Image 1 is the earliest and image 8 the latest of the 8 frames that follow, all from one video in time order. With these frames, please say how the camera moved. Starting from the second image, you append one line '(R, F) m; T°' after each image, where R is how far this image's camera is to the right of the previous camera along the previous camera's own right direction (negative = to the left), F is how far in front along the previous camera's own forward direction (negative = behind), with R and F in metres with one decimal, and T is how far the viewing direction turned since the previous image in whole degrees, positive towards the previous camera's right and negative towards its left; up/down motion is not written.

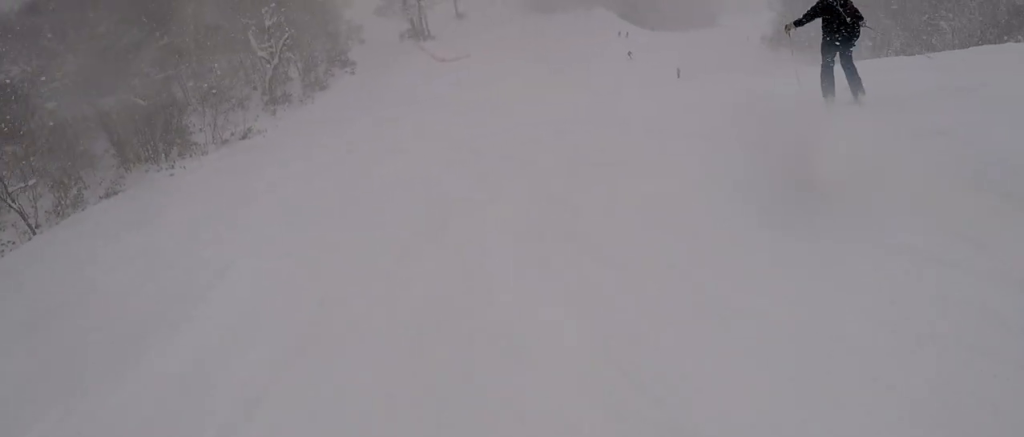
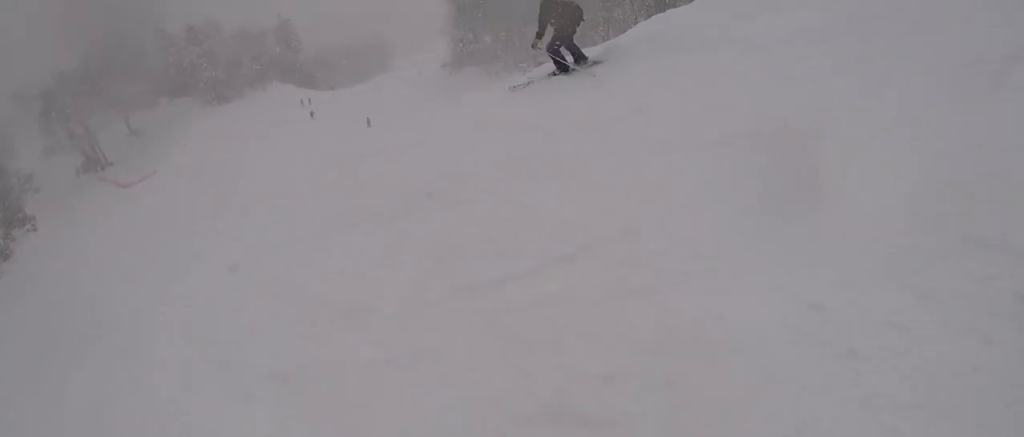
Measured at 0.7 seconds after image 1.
(+1.4, +2.8) m; +14°
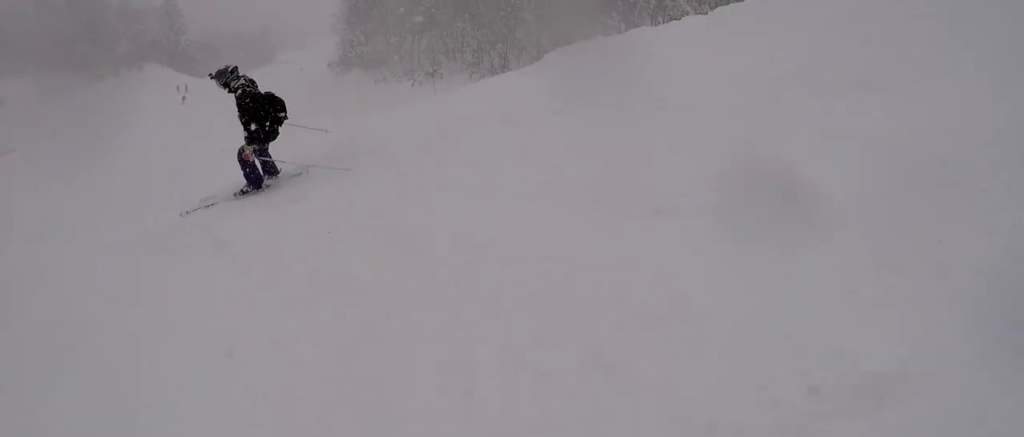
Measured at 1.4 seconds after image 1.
(-0.7, +2.5) m; -34°
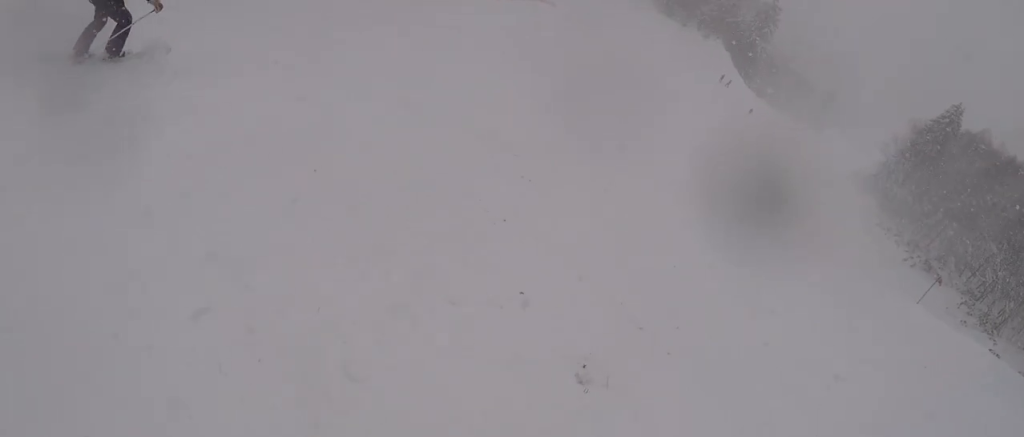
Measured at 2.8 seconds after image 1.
(-2.7, +4.4) m; -49°
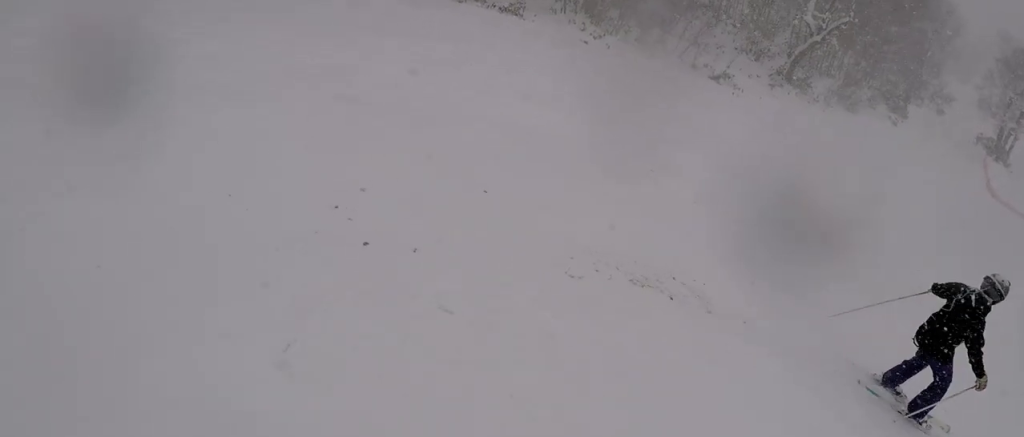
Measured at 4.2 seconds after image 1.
(-1.5, +5.2) m; -31°
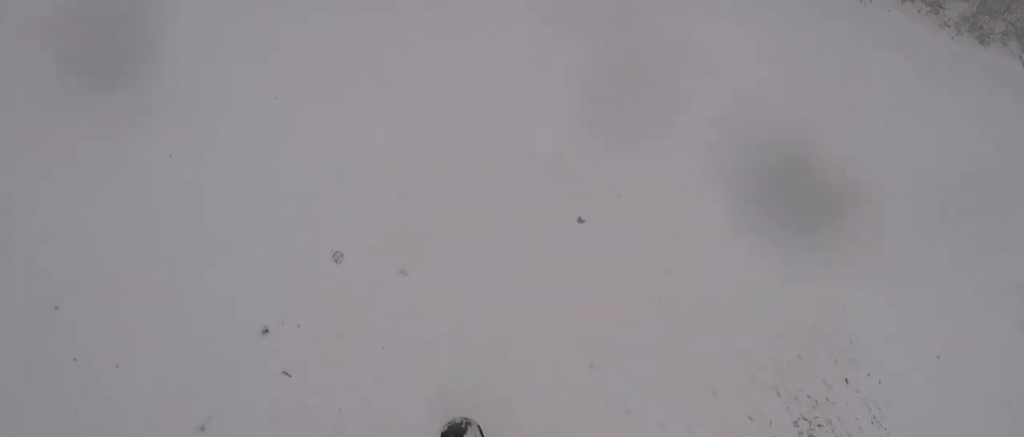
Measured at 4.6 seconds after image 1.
(-0.5, +1.8) m; -8°
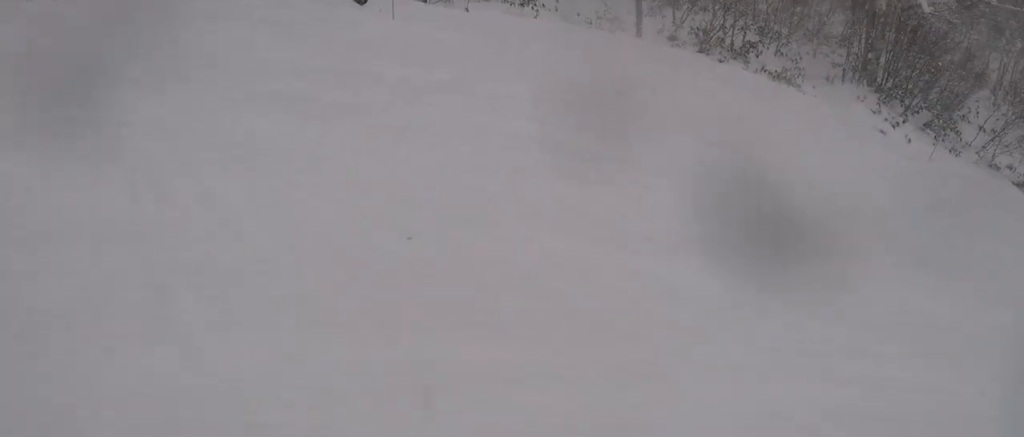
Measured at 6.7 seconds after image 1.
(-0.5, +8.2) m; +3°
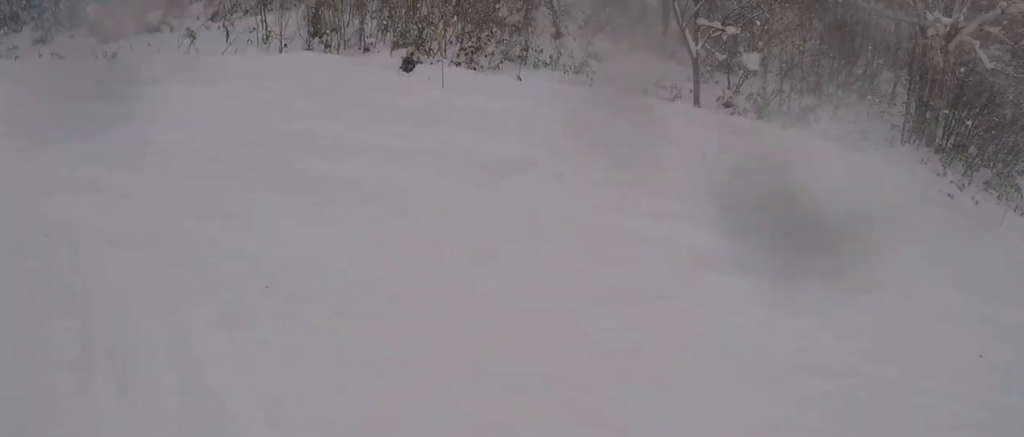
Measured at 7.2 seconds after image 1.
(+0.5, +2.2) m; +24°
